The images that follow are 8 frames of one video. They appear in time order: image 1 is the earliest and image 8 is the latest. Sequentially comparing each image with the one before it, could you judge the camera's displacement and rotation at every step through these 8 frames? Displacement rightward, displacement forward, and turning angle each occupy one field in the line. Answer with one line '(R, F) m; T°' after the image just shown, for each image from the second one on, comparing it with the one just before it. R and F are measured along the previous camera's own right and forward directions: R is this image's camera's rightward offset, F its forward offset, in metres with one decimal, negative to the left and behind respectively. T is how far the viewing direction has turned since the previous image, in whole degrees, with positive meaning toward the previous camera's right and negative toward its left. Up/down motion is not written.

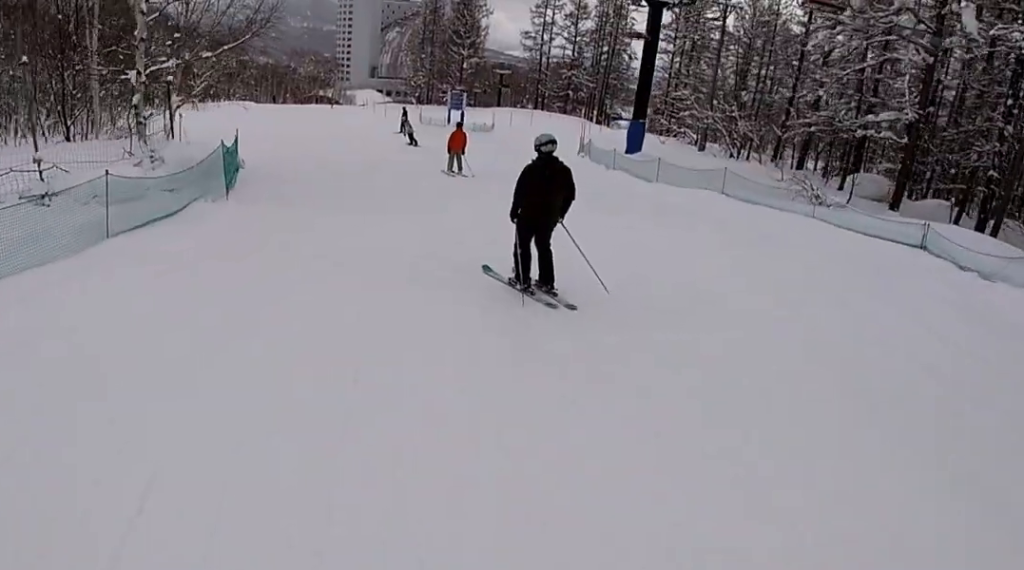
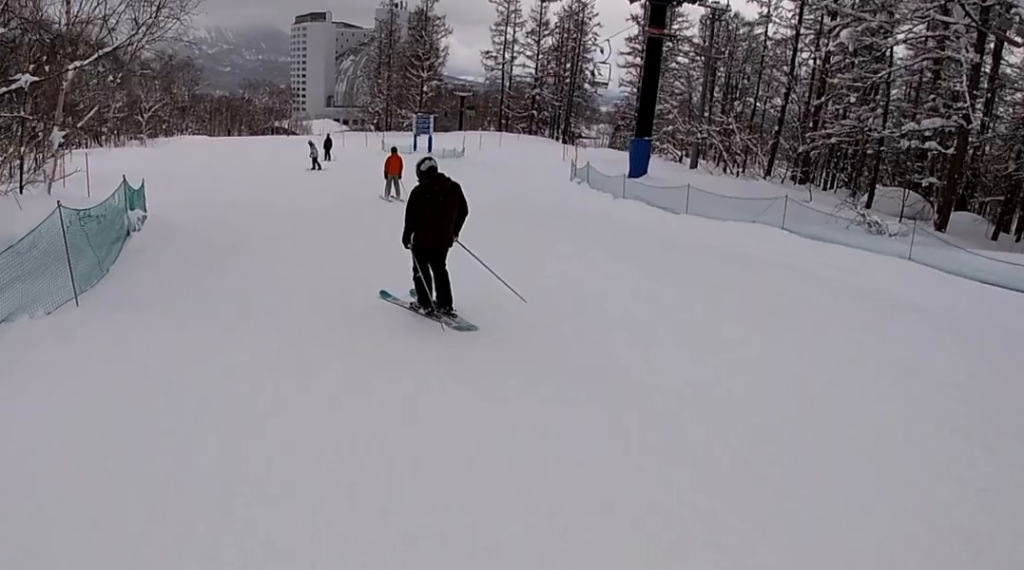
(+0.1, +5.2) m; -3°
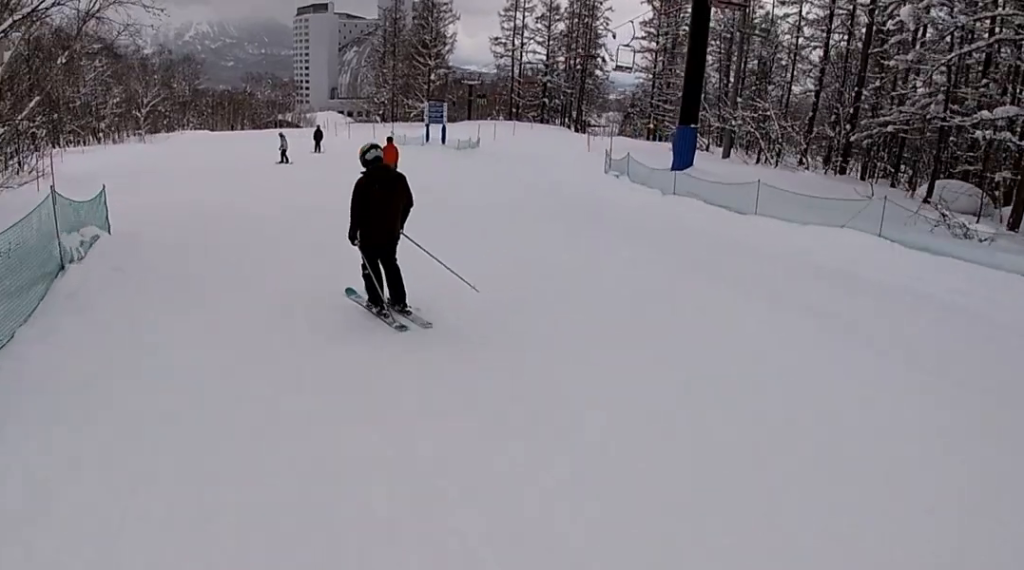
(-0.2, +3.1) m; -2°
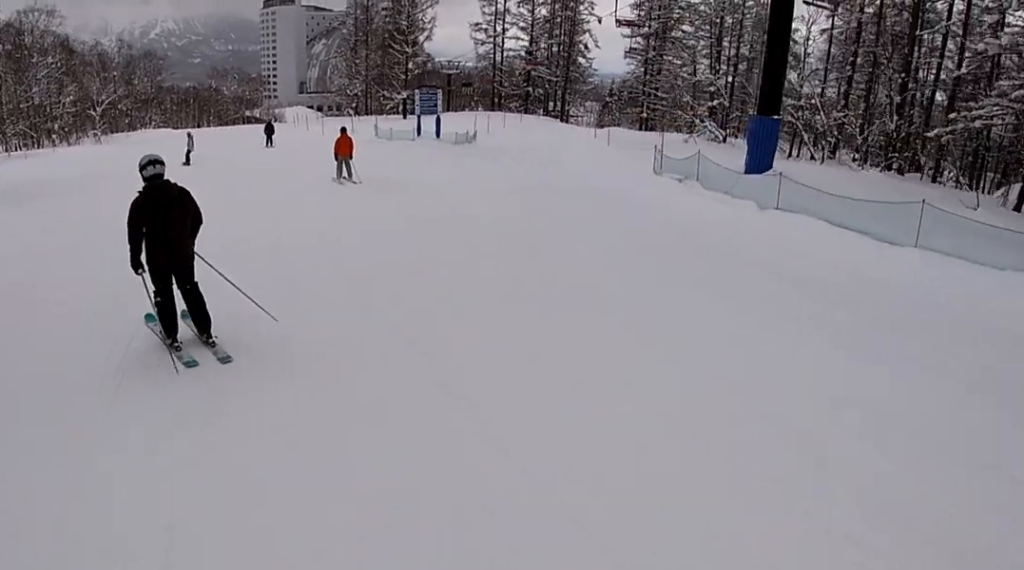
(-0.3, +6.1) m; -3°
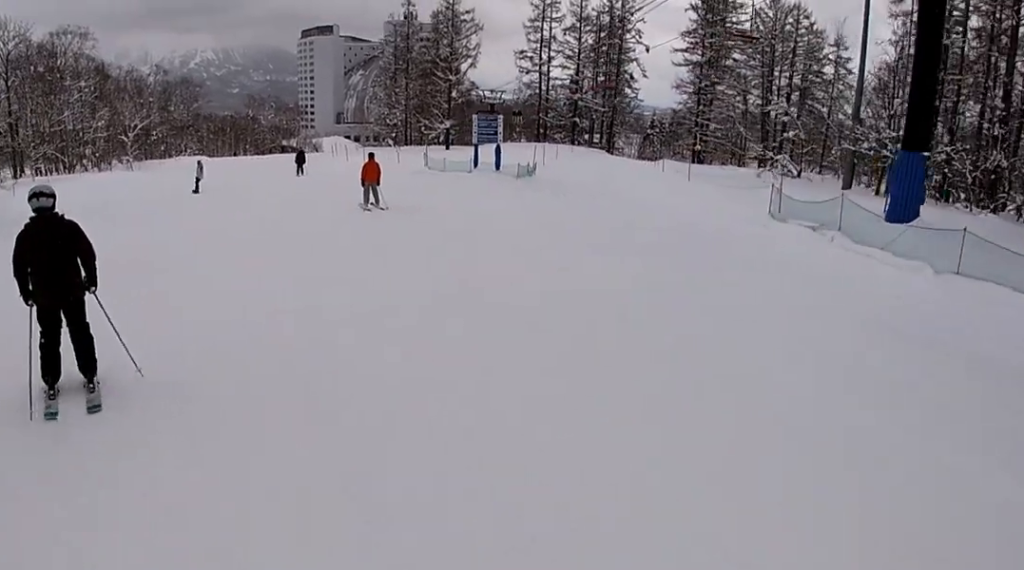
(0.0, +3.9) m; 0°
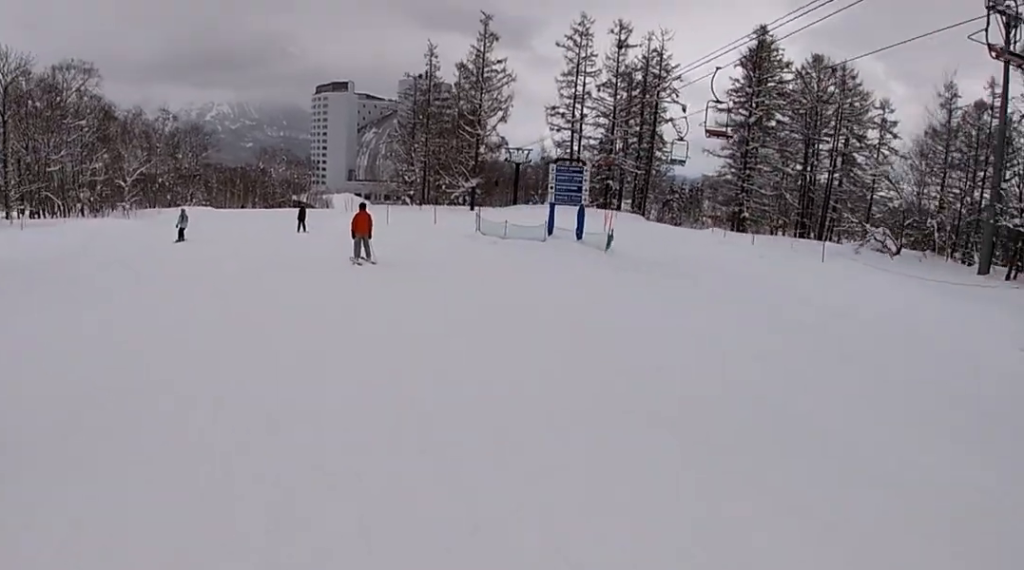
(0.0, +7.6) m; 0°
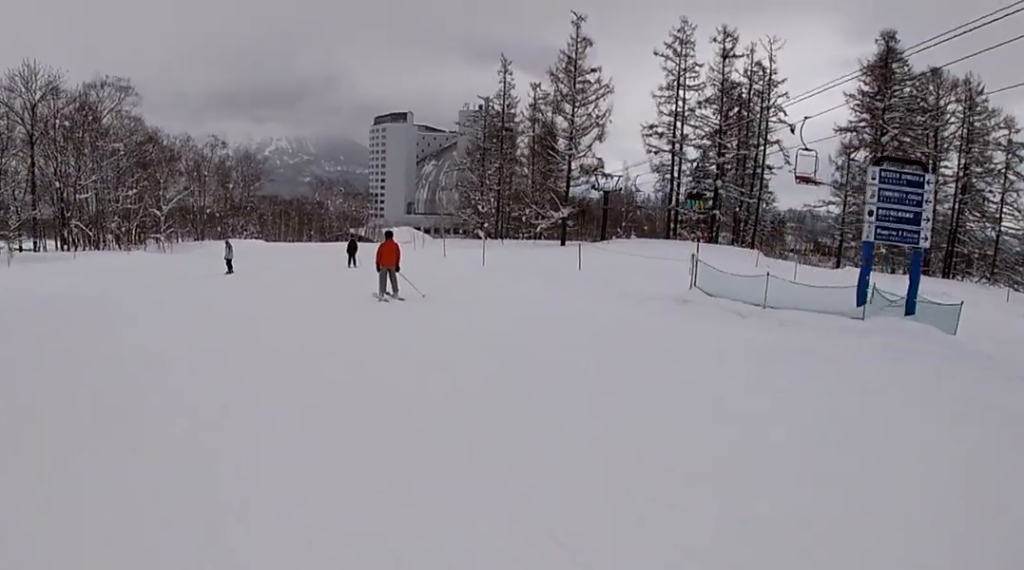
(-0.5, +10.3) m; -12°
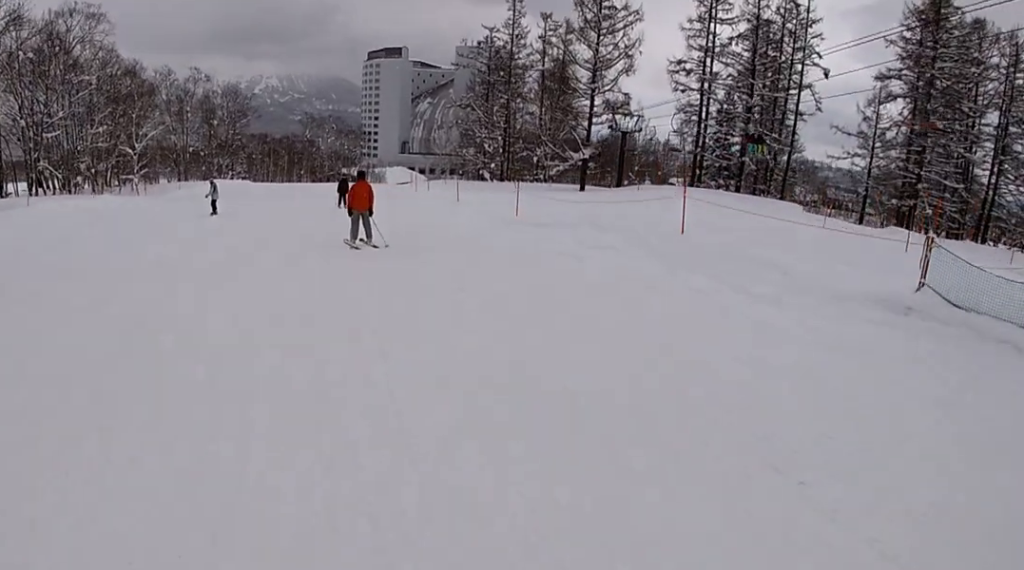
(-1.0, +5.4) m; -2°
